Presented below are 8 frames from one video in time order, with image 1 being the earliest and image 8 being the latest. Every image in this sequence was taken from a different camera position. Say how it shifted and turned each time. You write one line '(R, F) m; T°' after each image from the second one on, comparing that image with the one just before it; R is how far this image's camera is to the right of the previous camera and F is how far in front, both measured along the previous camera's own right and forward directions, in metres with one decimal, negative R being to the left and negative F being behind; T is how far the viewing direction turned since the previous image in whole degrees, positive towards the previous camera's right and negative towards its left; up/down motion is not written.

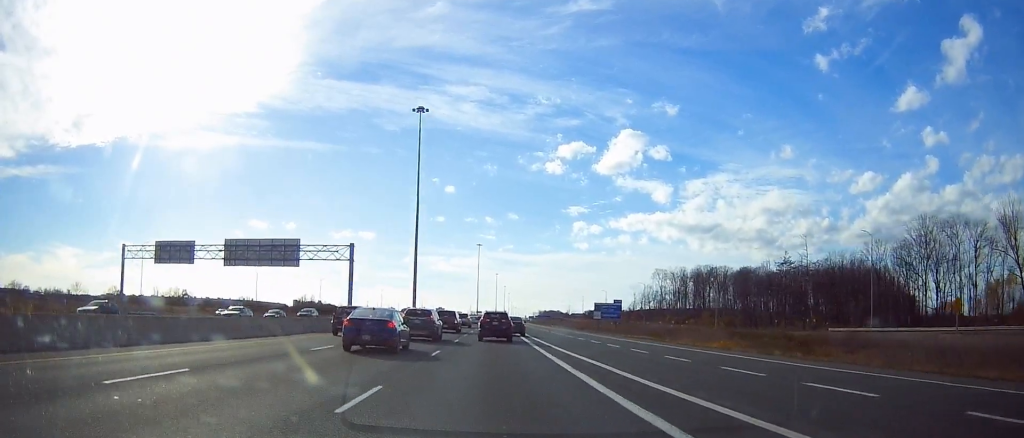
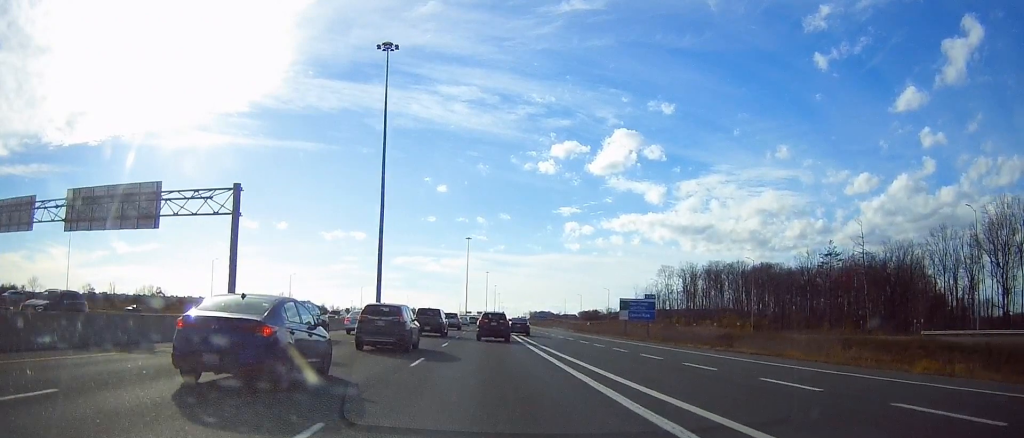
(+0.5, +28.2) m; 0°
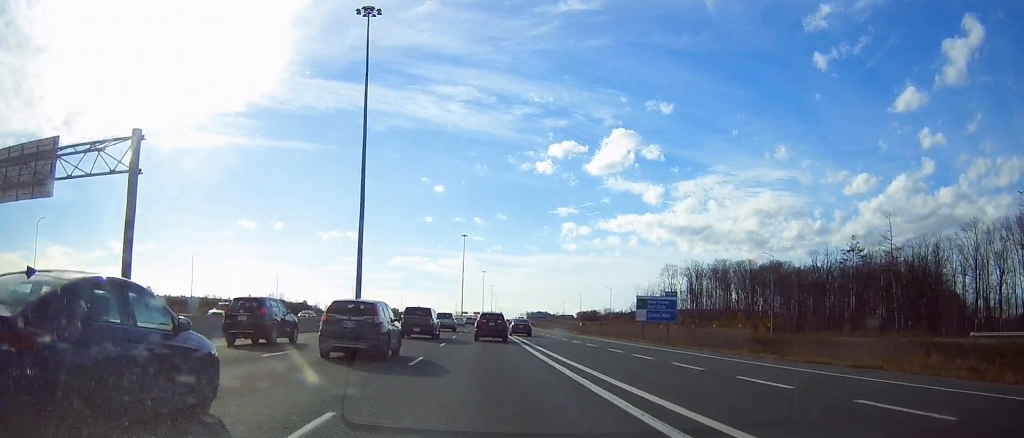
(-0.1, +11.3) m; 0°
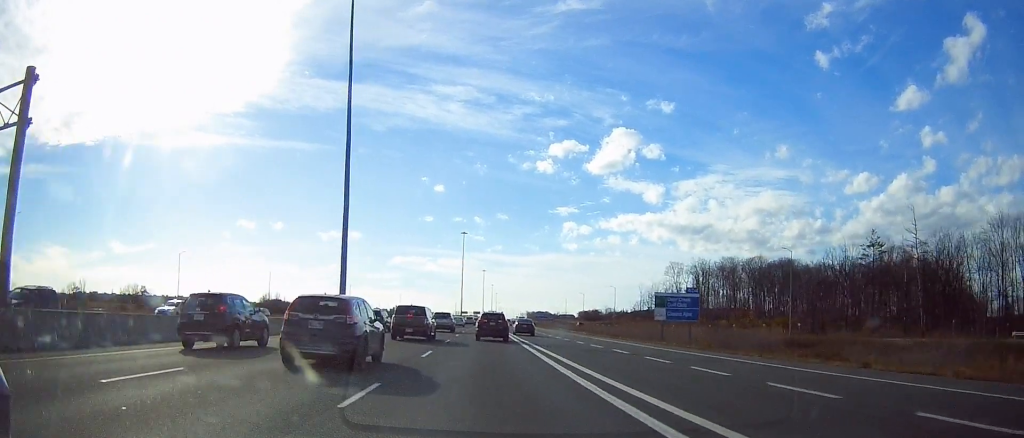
(-0.3, +8.1) m; +1°
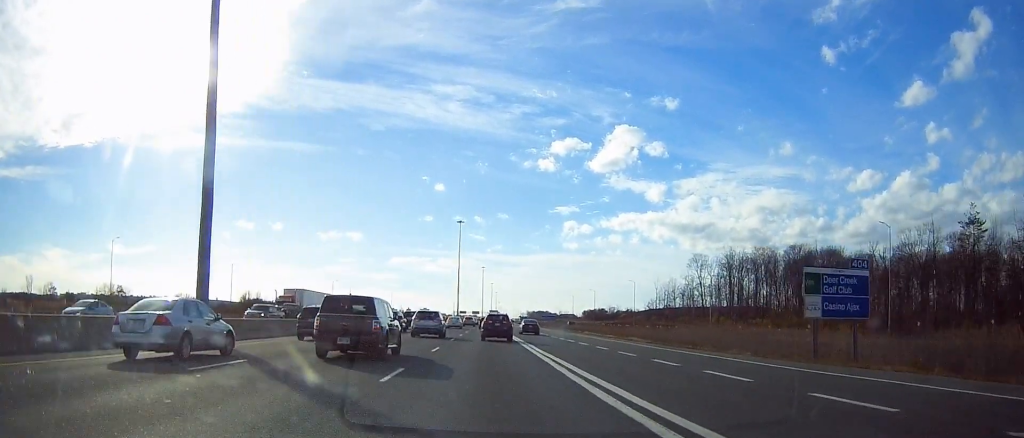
(+0.5, +32.2) m; 0°
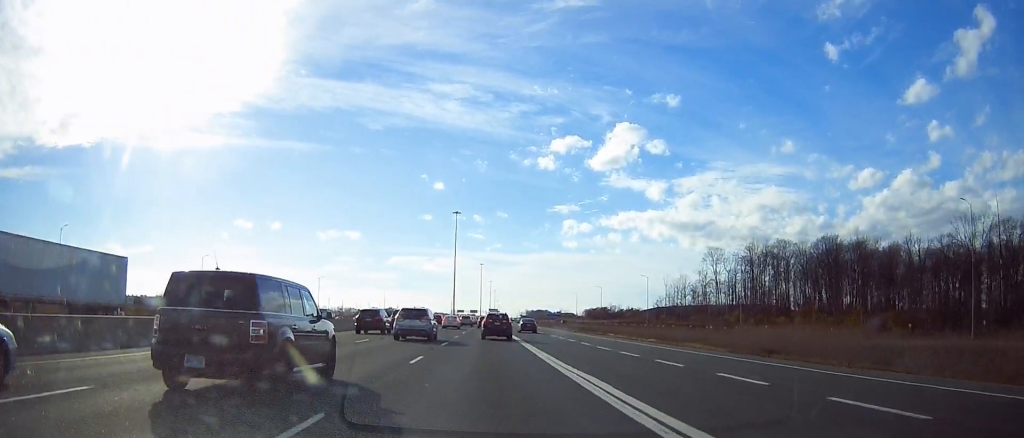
(+0.1, +18.7) m; 0°
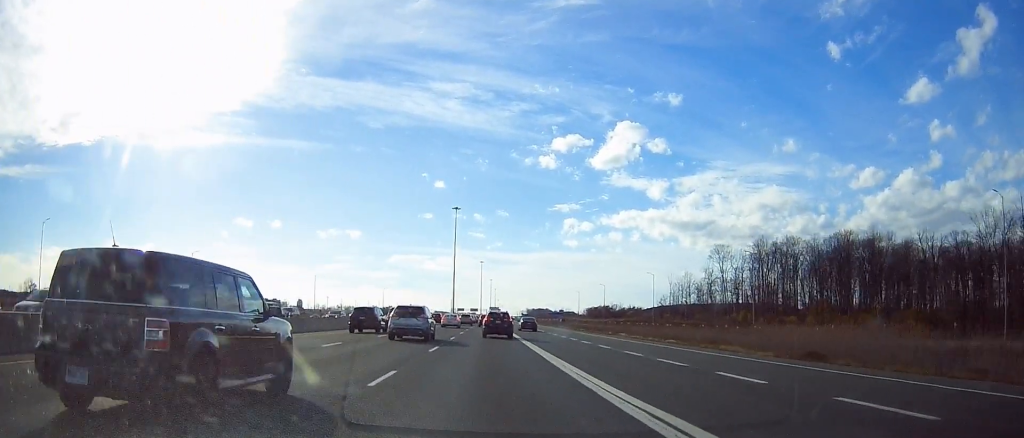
(0.0, +6.1) m; 0°
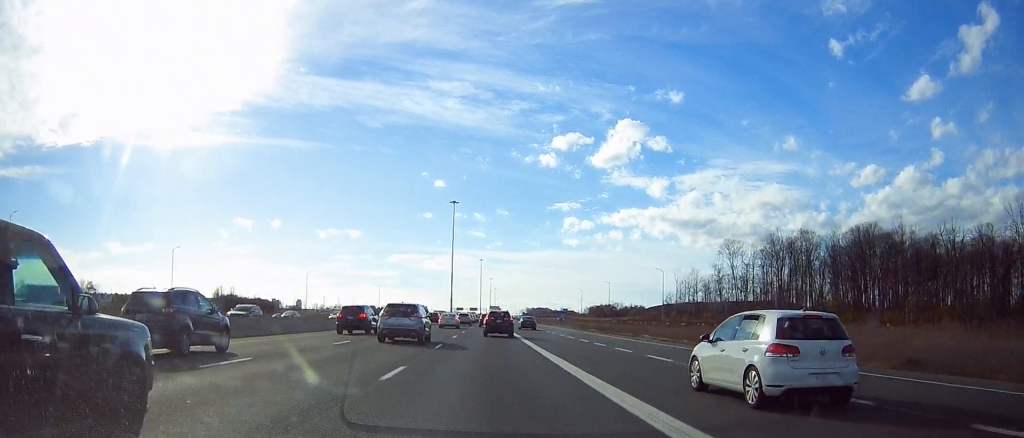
(0.0, +10.0) m; -1°
